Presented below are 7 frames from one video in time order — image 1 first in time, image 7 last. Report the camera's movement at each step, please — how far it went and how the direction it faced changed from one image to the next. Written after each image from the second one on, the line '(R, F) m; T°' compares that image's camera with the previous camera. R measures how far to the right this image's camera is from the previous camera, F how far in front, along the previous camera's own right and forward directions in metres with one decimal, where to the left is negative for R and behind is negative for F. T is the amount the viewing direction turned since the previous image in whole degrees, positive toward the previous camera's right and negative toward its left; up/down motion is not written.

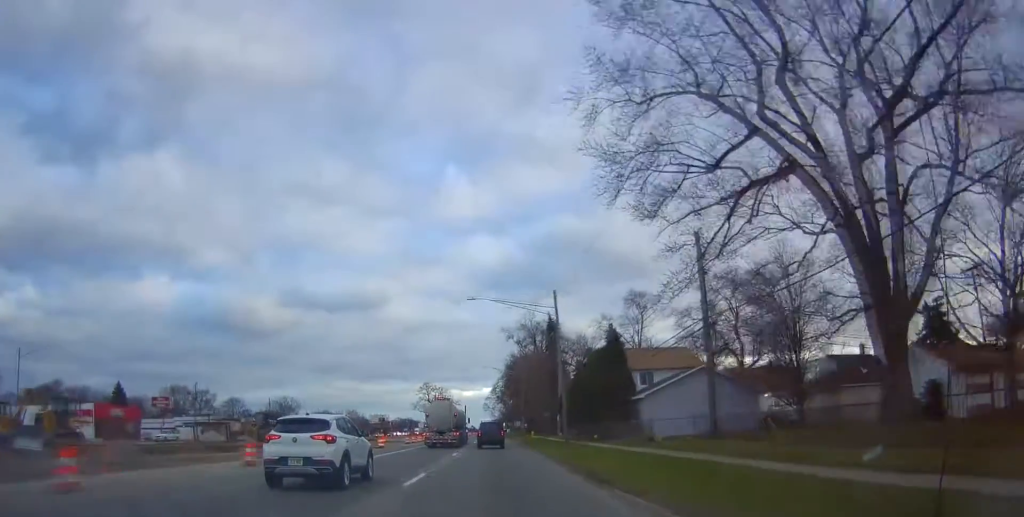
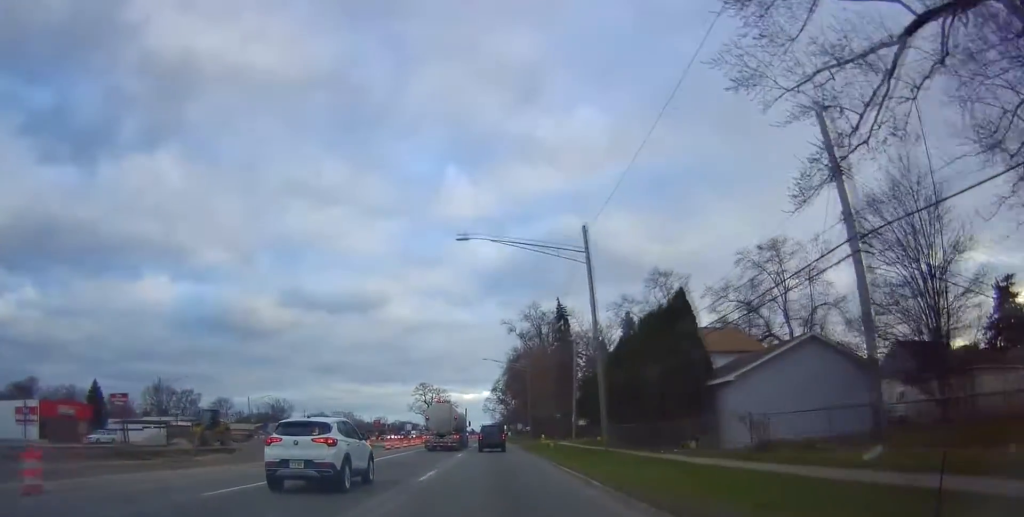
(-0.3, +13.4) m; 0°
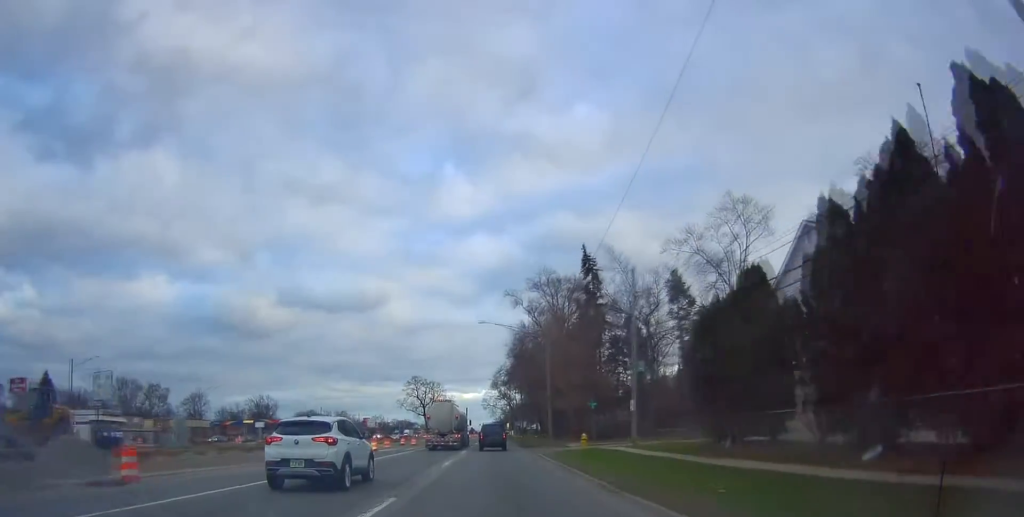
(+0.5, +24.7) m; 0°
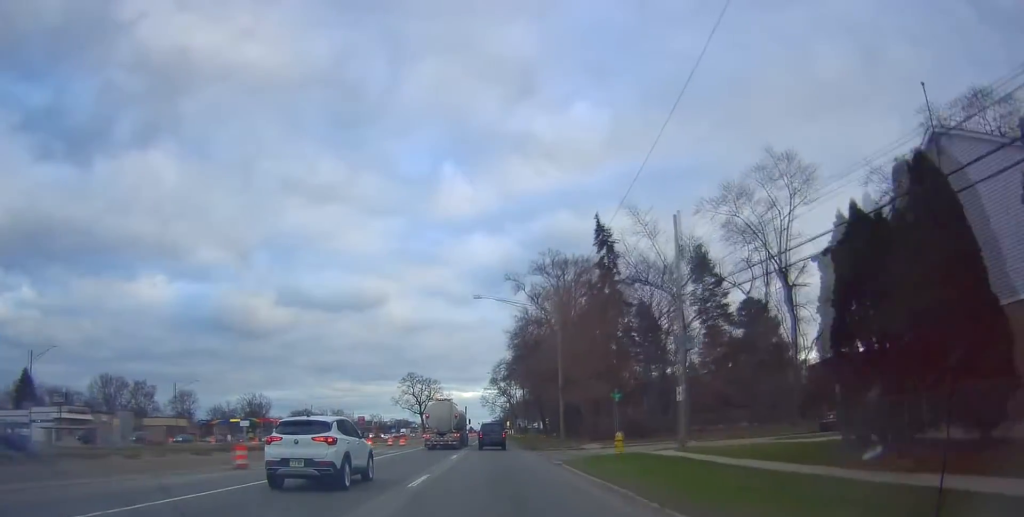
(+0.1, +9.0) m; -1°
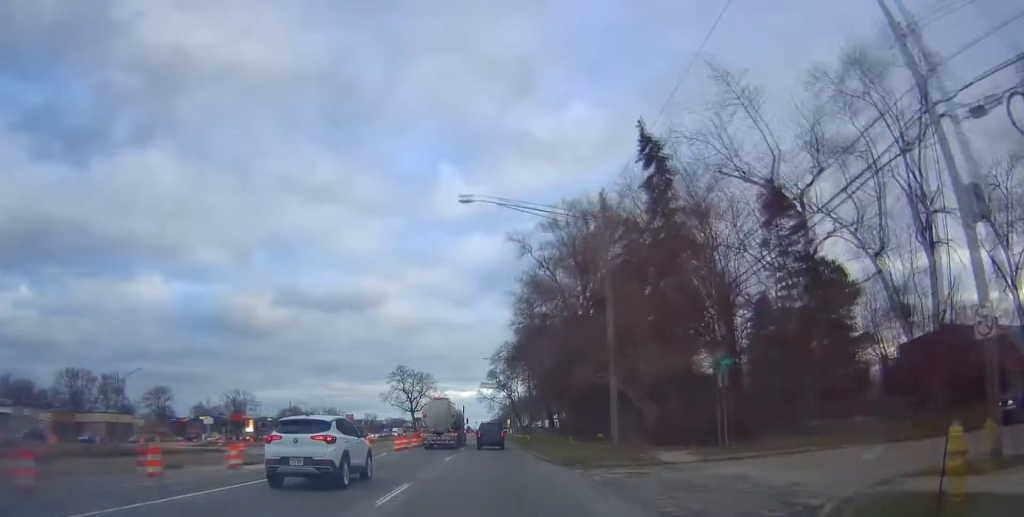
(-0.7, +17.8) m; 0°
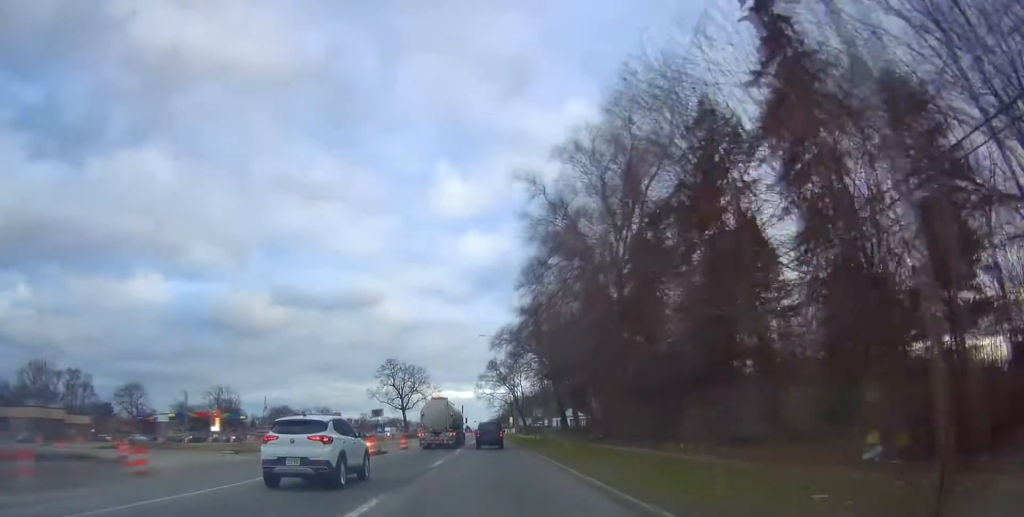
(+0.5, +18.0) m; +2°
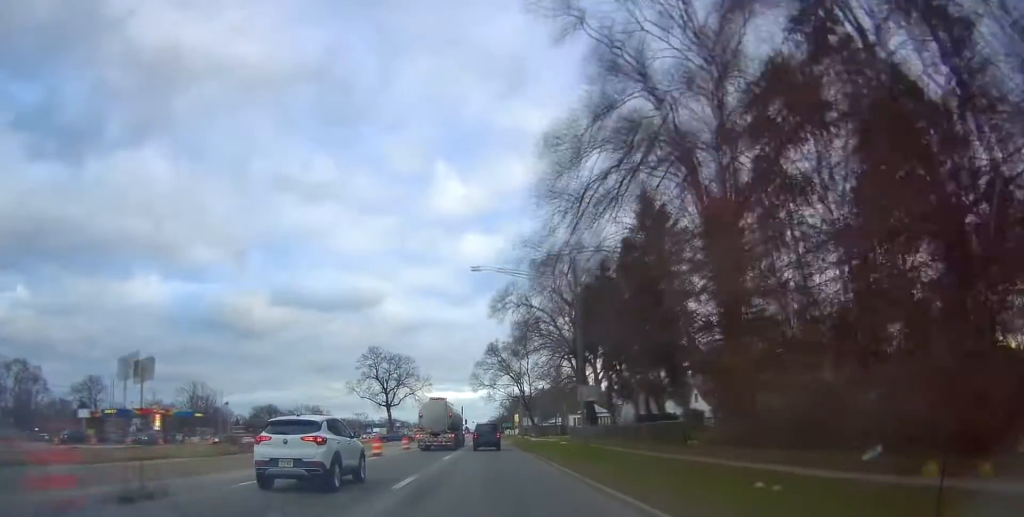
(+0.1, +24.5) m; -1°
